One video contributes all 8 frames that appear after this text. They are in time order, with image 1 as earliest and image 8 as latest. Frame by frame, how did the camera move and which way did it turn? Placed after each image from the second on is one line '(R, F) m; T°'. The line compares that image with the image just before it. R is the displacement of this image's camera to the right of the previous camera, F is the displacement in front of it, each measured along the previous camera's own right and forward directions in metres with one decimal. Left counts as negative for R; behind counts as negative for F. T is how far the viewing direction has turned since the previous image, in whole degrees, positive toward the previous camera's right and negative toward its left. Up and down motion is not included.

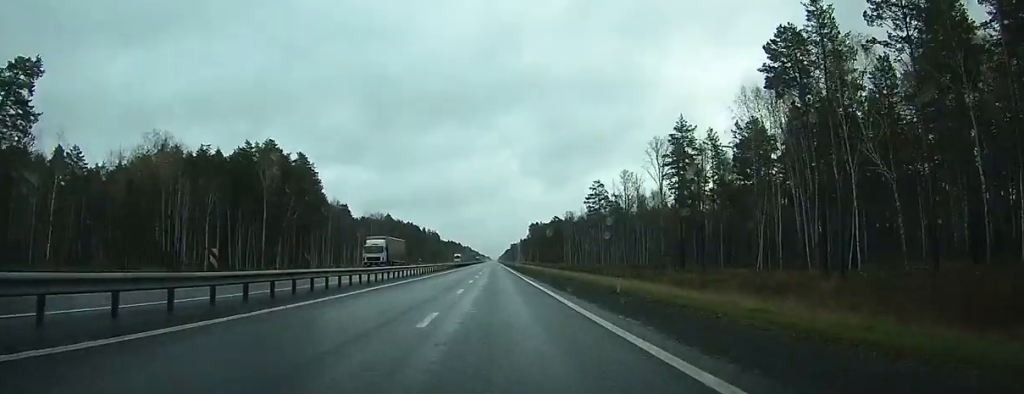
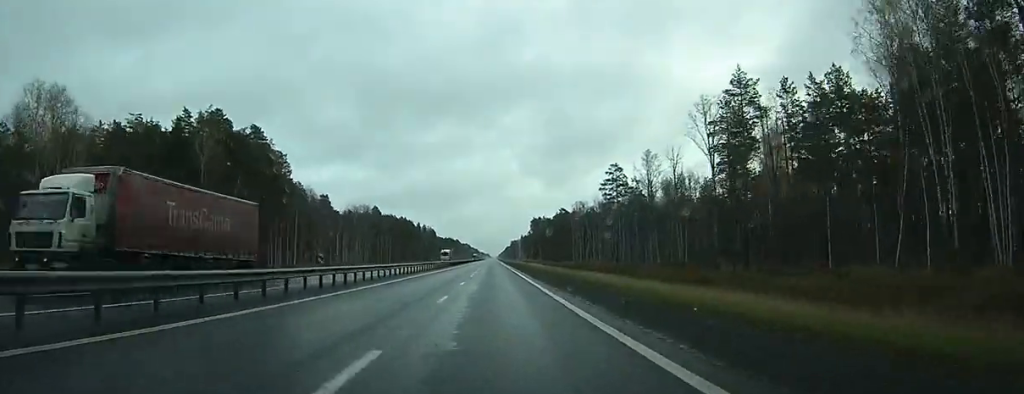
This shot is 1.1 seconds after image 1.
(+0.1, +28.6) m; 0°
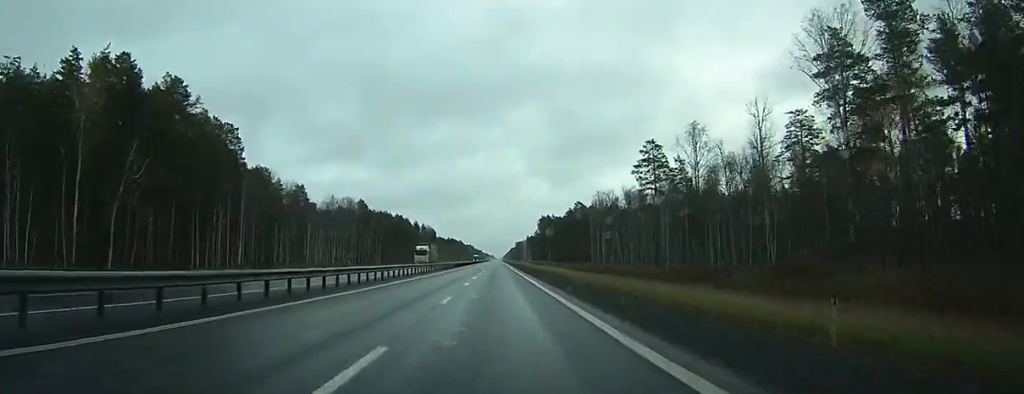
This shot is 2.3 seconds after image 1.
(+0.1, +36.7) m; 0°
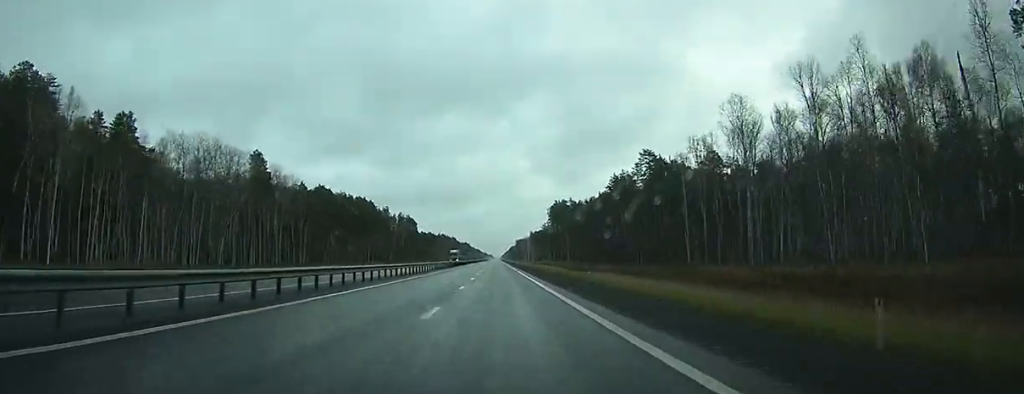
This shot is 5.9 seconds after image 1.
(+0.1, +107.2) m; 0°
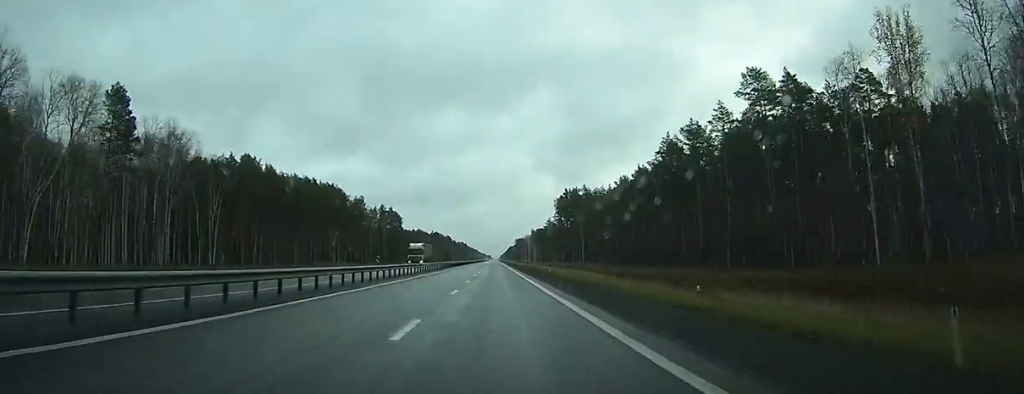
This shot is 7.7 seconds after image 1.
(-0.2, +55.2) m; 0°
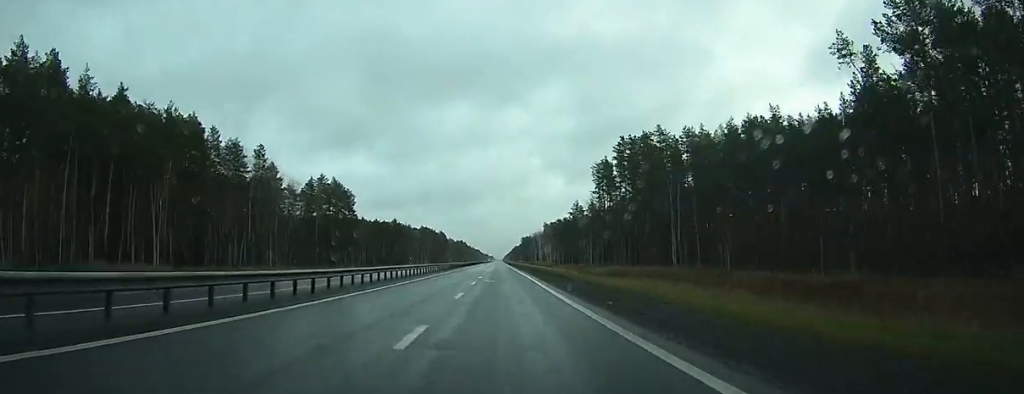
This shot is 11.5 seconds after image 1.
(-0.2, +115.2) m; 0°
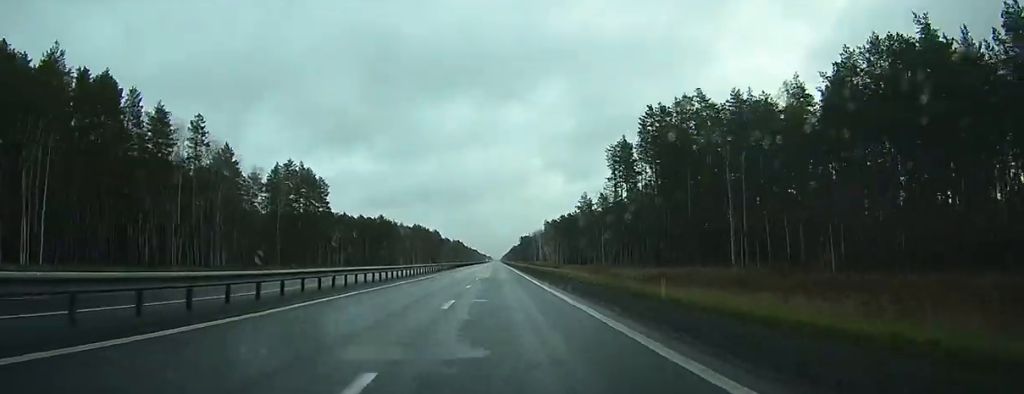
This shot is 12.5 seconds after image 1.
(0.0, +27.4) m; 0°
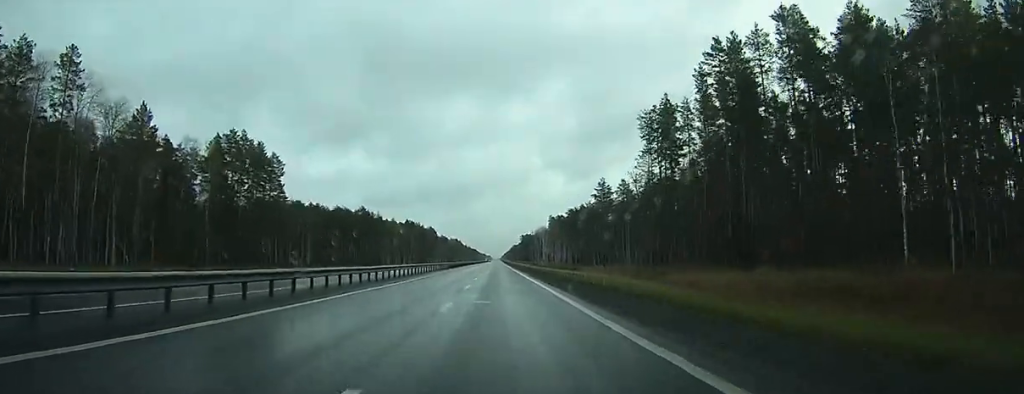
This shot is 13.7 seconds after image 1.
(0.0, +34.7) m; 0°
